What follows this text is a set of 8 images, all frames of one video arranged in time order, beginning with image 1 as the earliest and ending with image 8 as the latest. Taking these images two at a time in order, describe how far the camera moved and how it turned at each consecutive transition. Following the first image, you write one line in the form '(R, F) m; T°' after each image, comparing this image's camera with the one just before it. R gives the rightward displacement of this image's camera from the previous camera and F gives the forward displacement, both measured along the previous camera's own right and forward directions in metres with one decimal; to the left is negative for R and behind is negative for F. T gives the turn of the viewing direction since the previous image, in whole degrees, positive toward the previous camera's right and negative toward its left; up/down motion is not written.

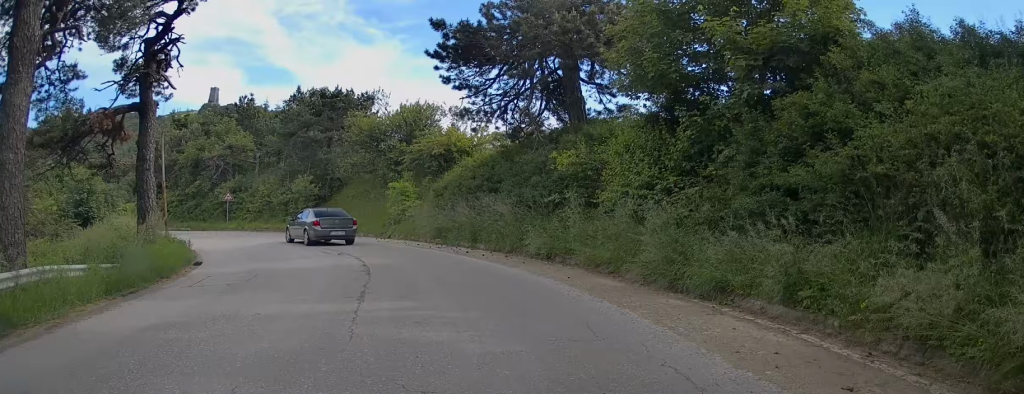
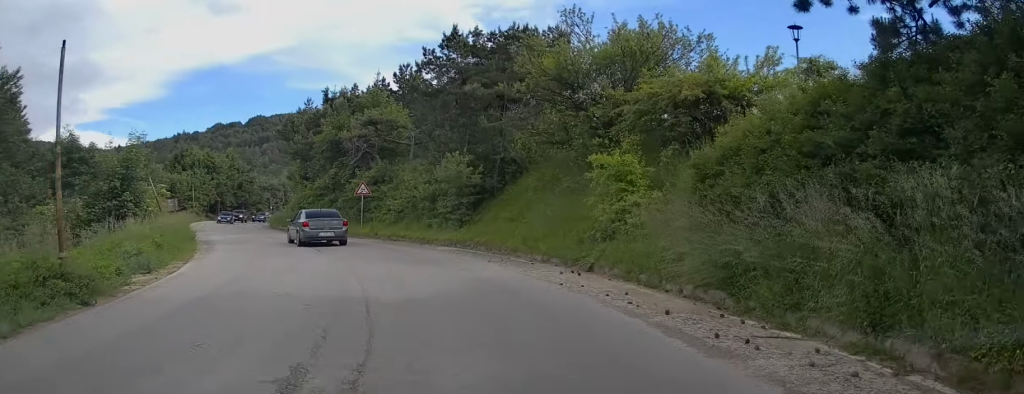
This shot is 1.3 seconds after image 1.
(-2.1, +15.0) m; -17°
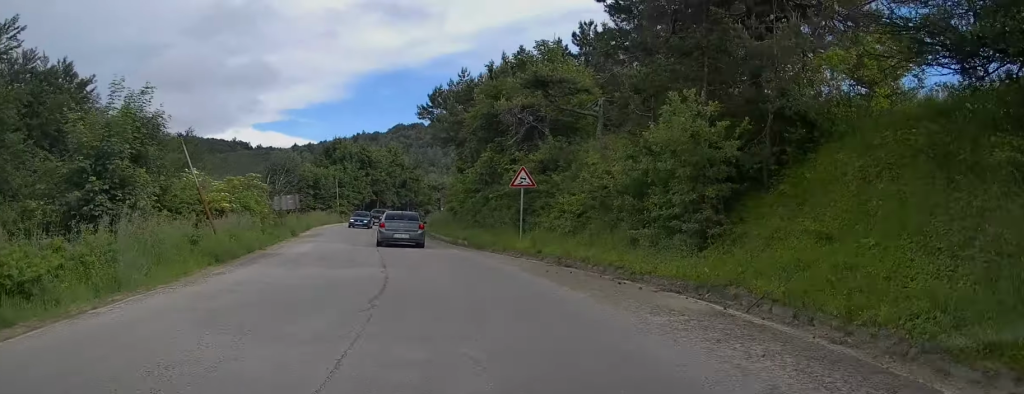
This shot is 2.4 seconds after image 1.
(-1.5, +12.3) m; -13°
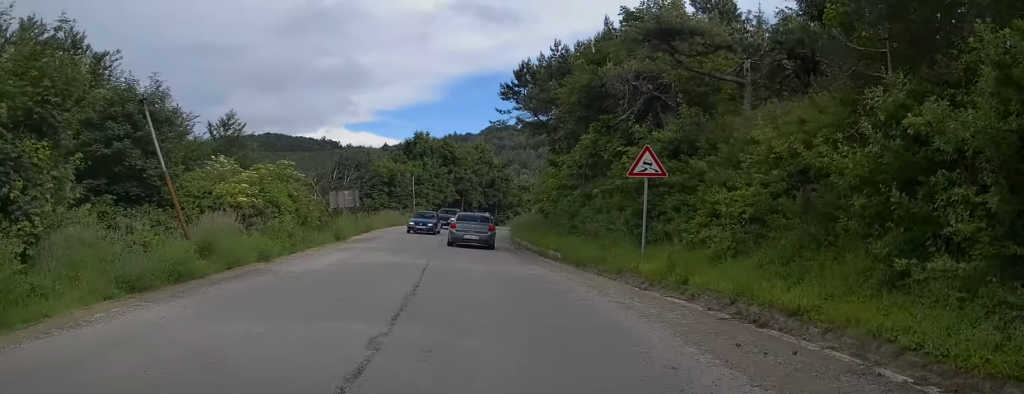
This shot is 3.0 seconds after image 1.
(-0.6, +7.5) m; -6°
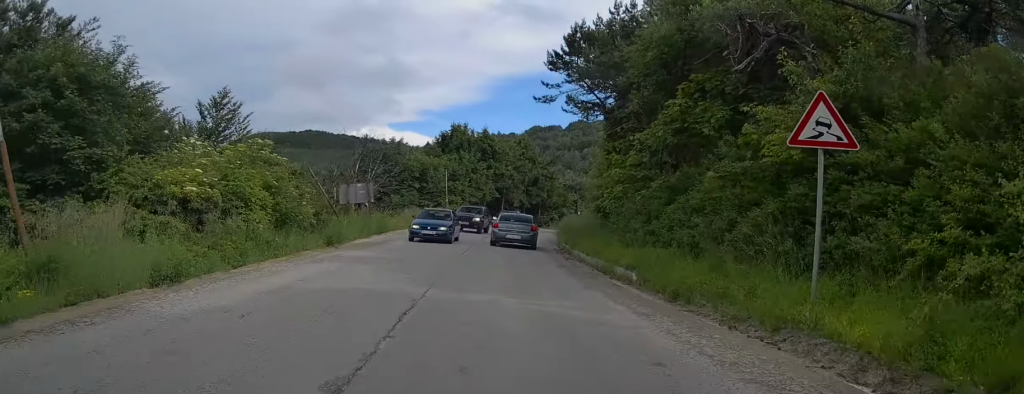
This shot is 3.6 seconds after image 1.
(-0.2, +6.8) m; -4°
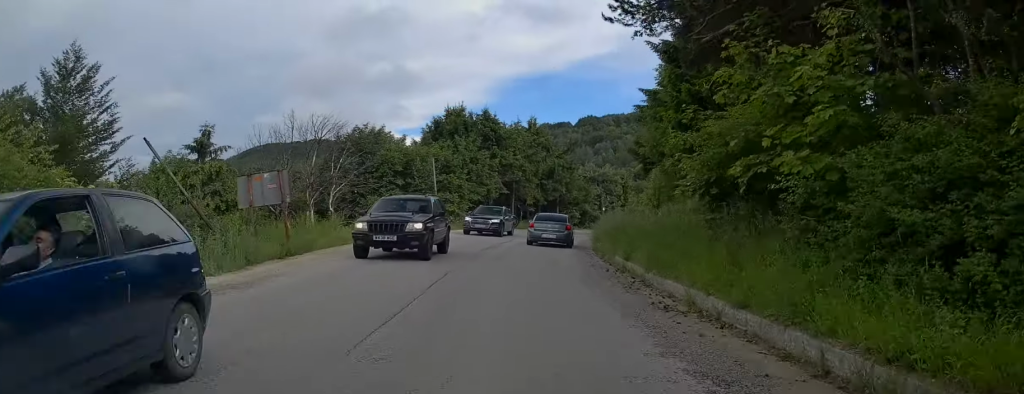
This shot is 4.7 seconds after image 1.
(-0.5, +13.1) m; +1°
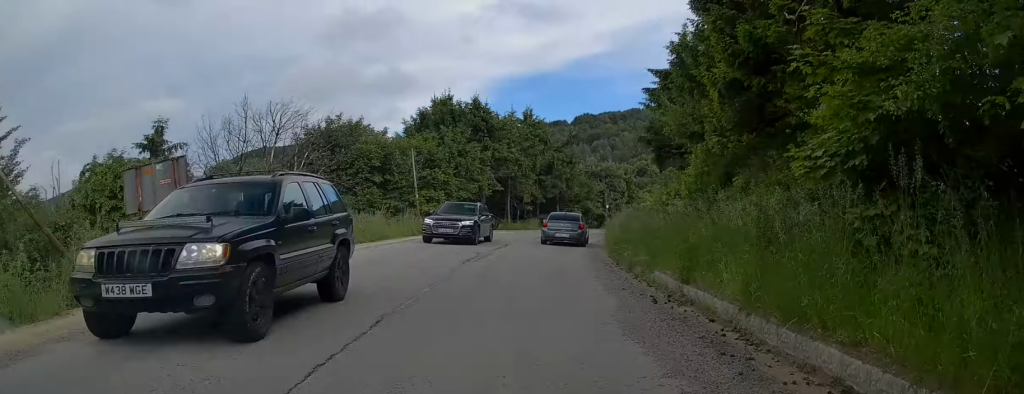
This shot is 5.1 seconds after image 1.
(+0.3, +5.9) m; +2°
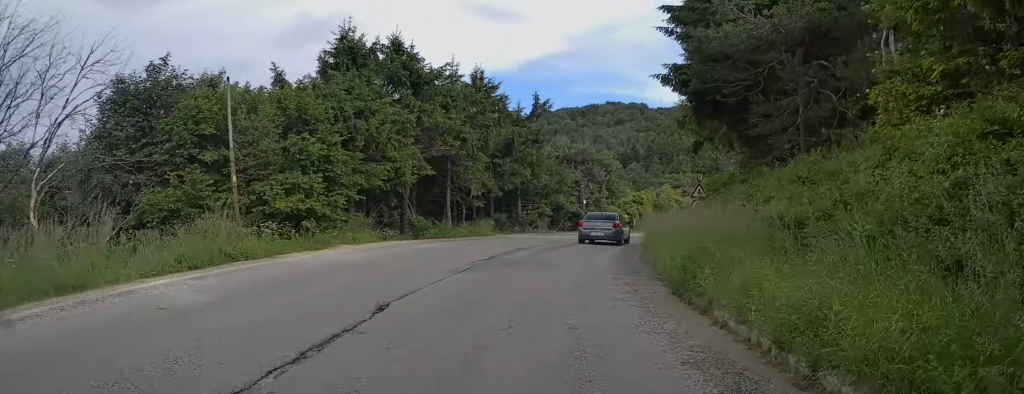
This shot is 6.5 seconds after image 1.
(+0.5, +17.4) m; +4°
